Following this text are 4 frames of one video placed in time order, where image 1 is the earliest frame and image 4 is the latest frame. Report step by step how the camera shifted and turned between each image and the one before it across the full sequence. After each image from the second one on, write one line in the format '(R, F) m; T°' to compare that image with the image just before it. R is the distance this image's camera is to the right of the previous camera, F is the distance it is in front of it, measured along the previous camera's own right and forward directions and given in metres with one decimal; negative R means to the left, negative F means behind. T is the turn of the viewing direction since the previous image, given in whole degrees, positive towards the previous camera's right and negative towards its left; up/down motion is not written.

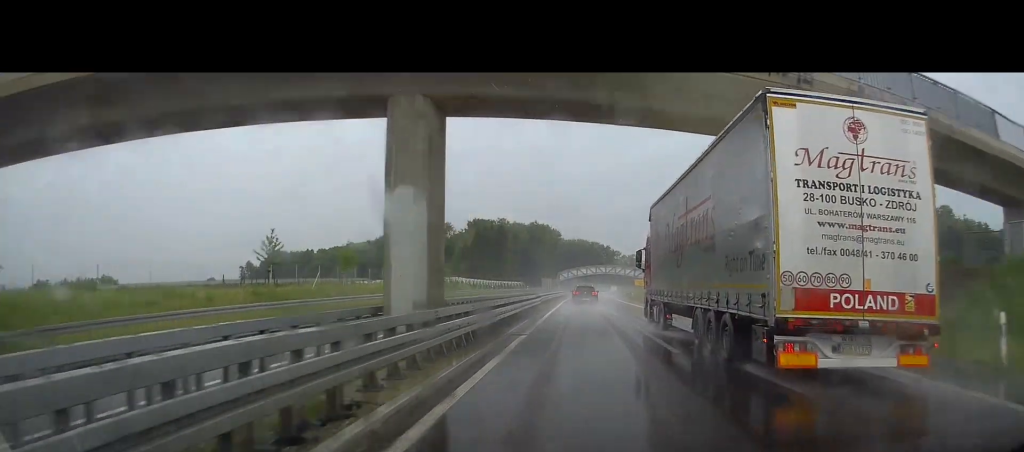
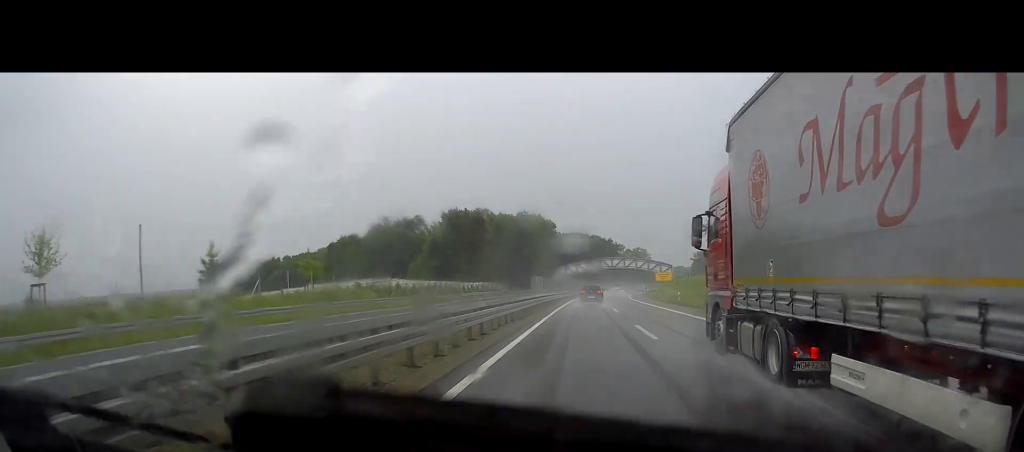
(-0.1, +50.9) m; -1°
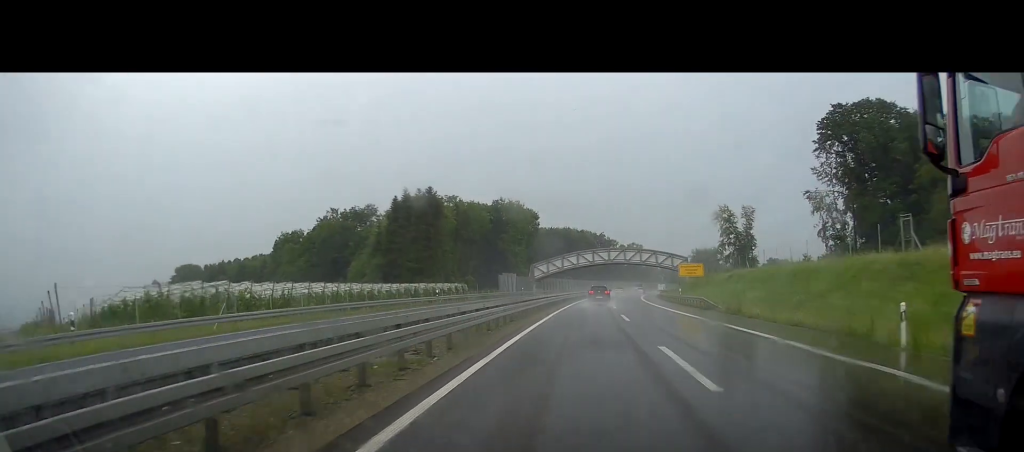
(-0.2, +44.1) m; +1°
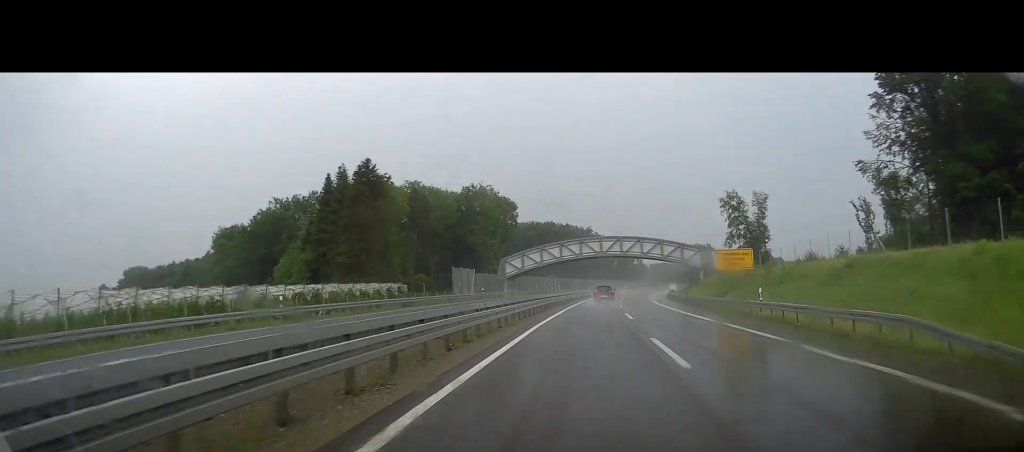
(+0.7, +32.5) m; +2°
